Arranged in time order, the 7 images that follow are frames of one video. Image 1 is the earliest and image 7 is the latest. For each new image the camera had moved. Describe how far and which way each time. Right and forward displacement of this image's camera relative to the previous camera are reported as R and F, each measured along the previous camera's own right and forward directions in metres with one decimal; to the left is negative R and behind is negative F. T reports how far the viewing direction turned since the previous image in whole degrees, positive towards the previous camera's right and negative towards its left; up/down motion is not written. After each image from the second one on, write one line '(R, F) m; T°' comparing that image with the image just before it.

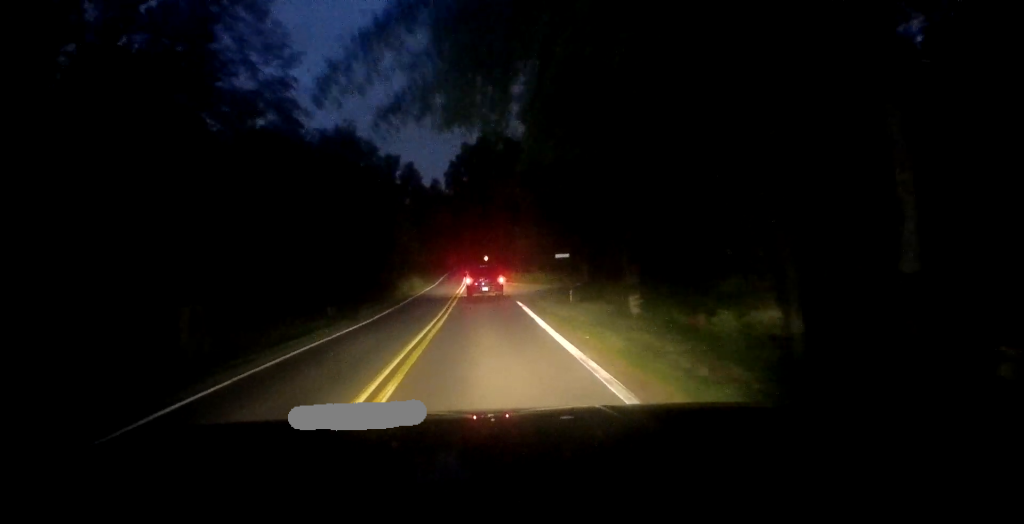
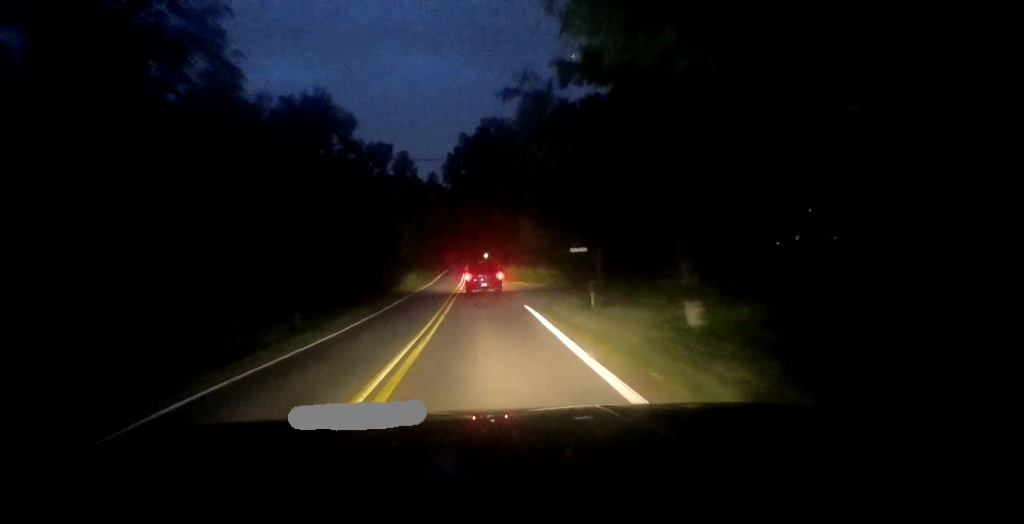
(+0.3, +5.6) m; -1°
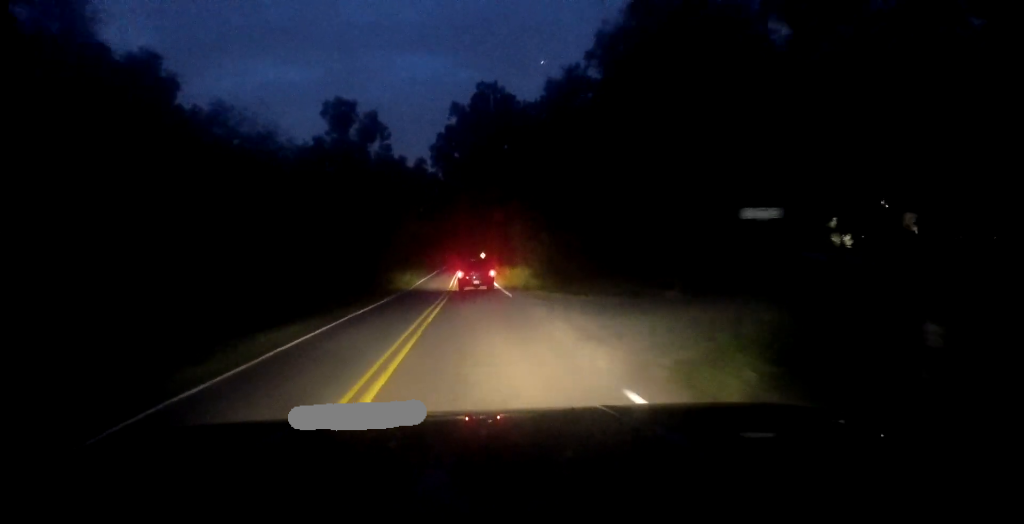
(-0.4, +18.9) m; 0°
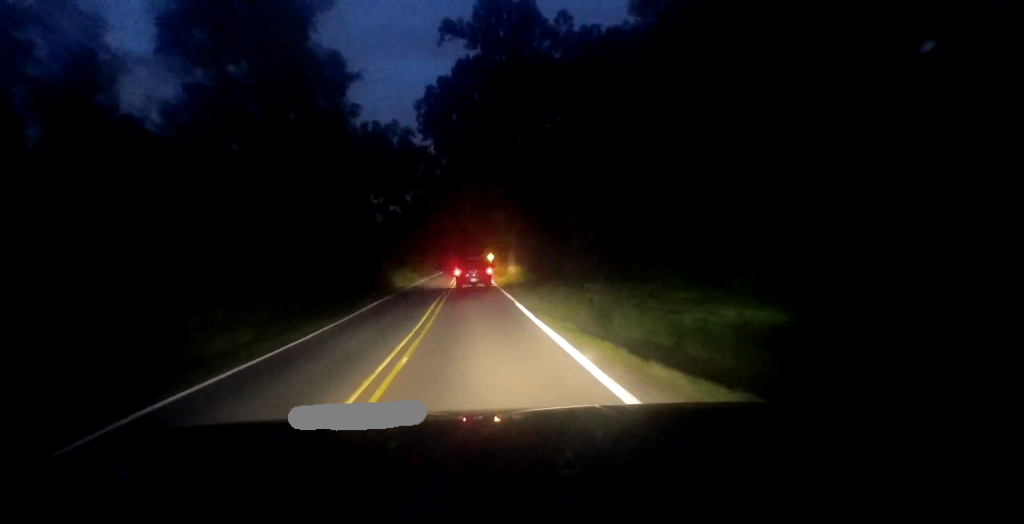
(+0.1, +27.0) m; +1°
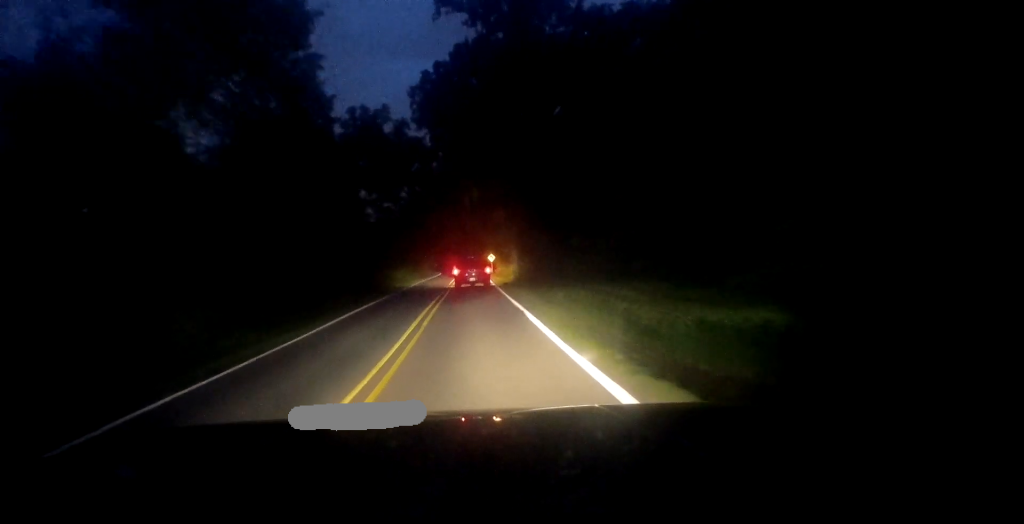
(+0.2, +5.7) m; +1°
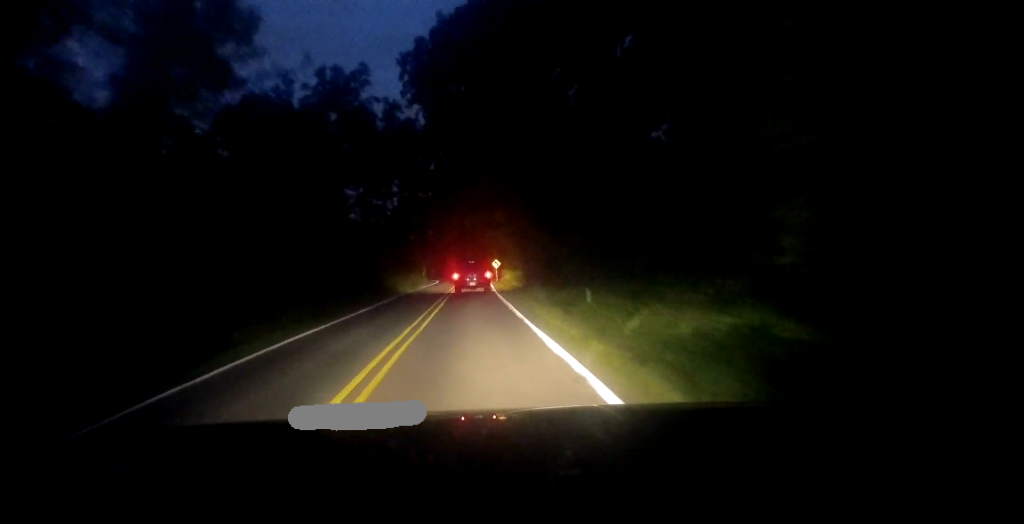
(-0.2, +11.1) m; -2°
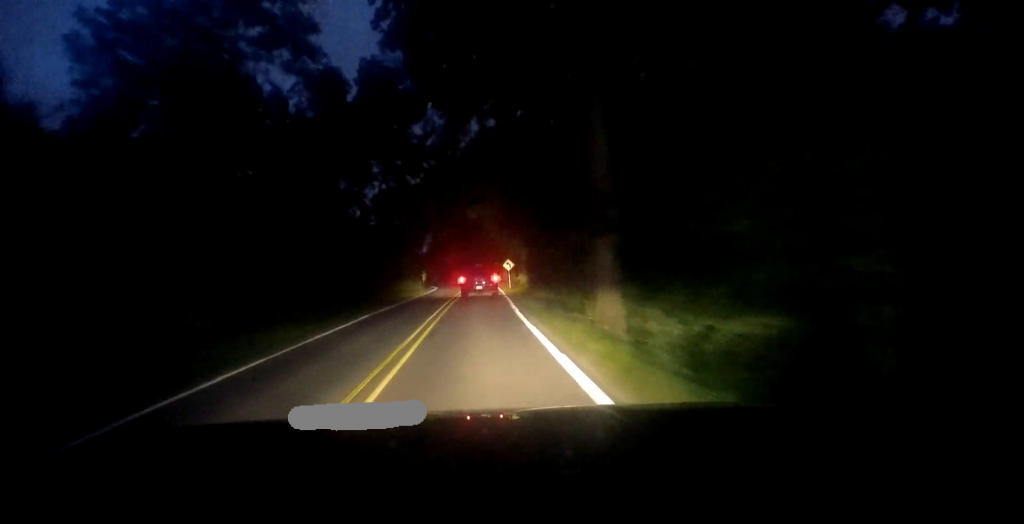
(-0.4, +15.2) m; -1°
